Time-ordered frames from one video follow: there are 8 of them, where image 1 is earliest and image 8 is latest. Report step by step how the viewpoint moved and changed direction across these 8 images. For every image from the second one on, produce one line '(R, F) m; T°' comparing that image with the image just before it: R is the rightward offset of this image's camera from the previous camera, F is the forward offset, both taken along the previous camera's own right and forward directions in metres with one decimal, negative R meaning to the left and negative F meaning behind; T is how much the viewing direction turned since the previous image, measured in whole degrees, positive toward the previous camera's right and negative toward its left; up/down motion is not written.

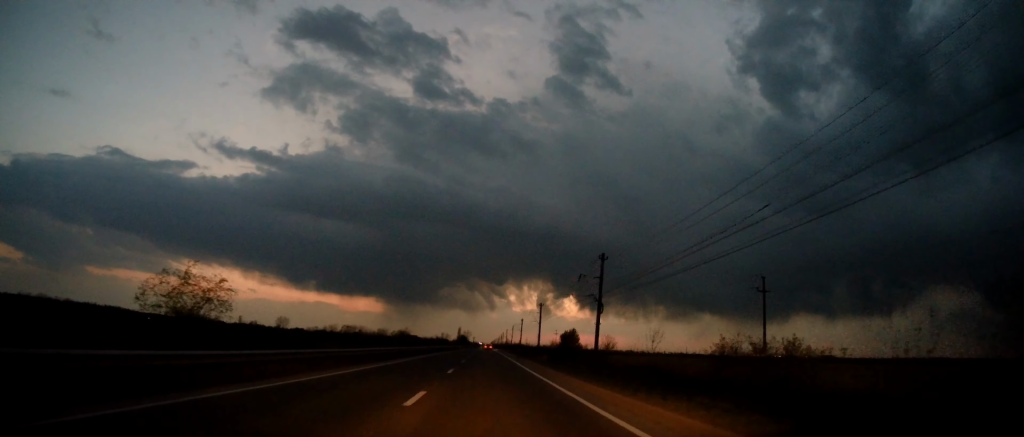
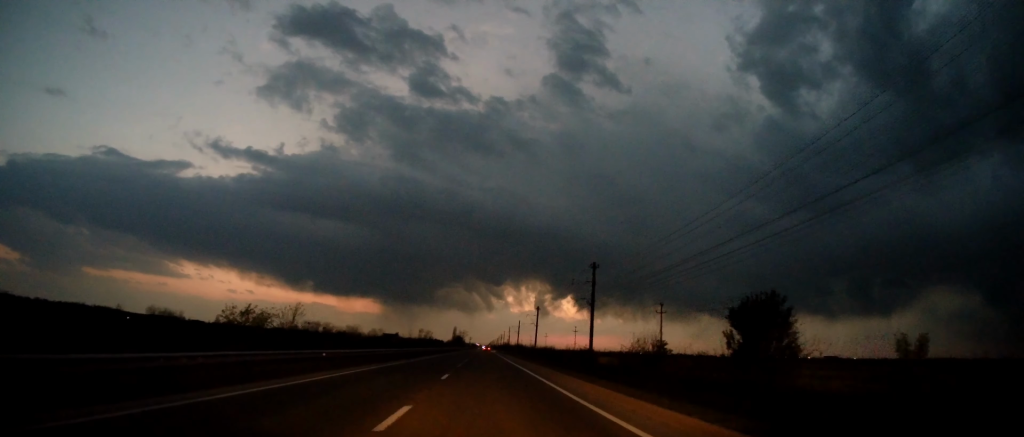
(-0.1, +49.6) m; +1°
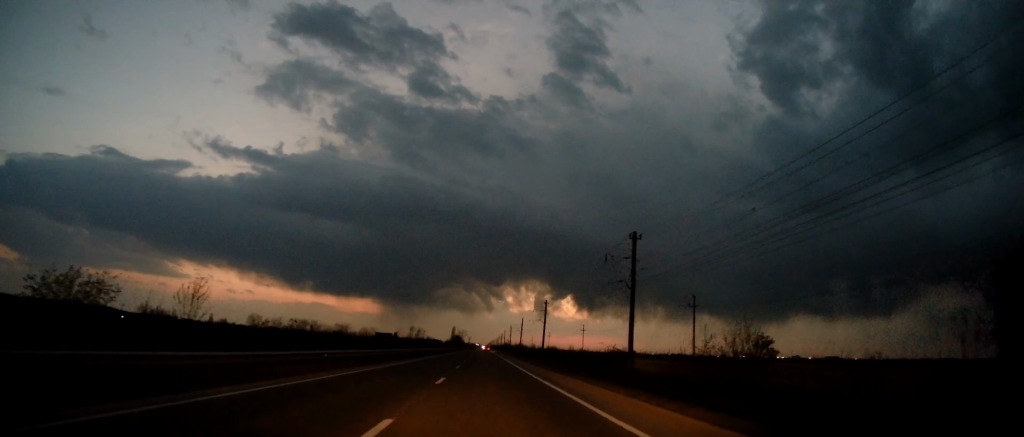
(+0.1, +13.6) m; 0°
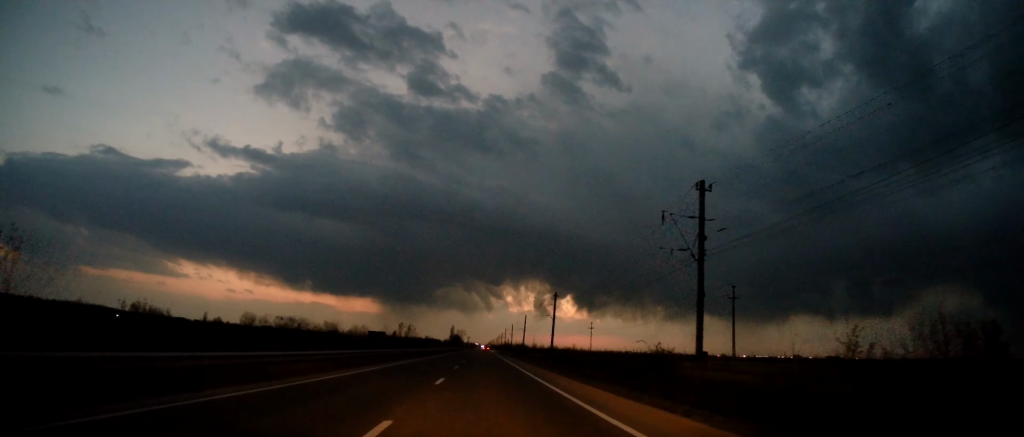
(0.0, +11.8) m; 0°
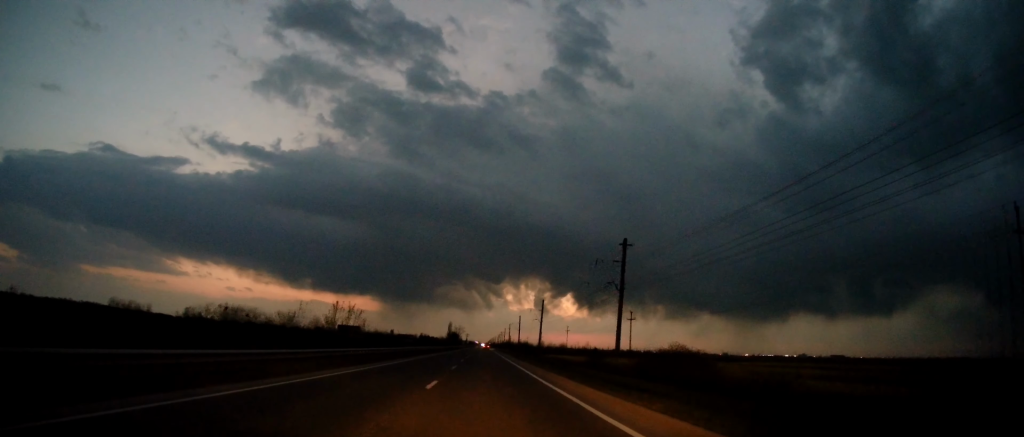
(0.0, +37.2) m; 0°
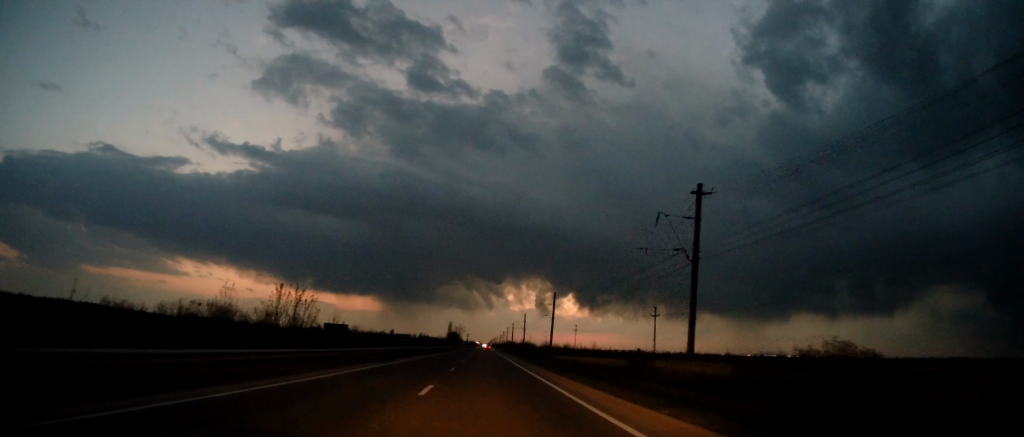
(-0.1, +13.7) m; 0°
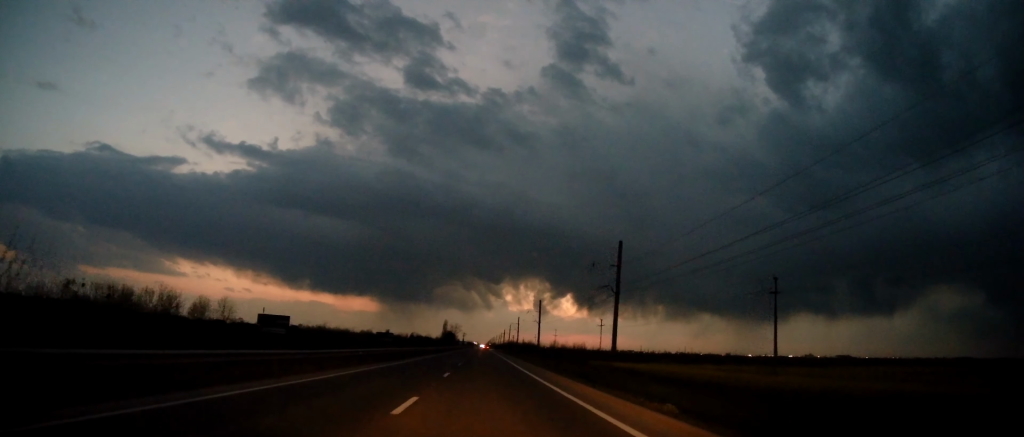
(+0.1, +38.4) m; 0°
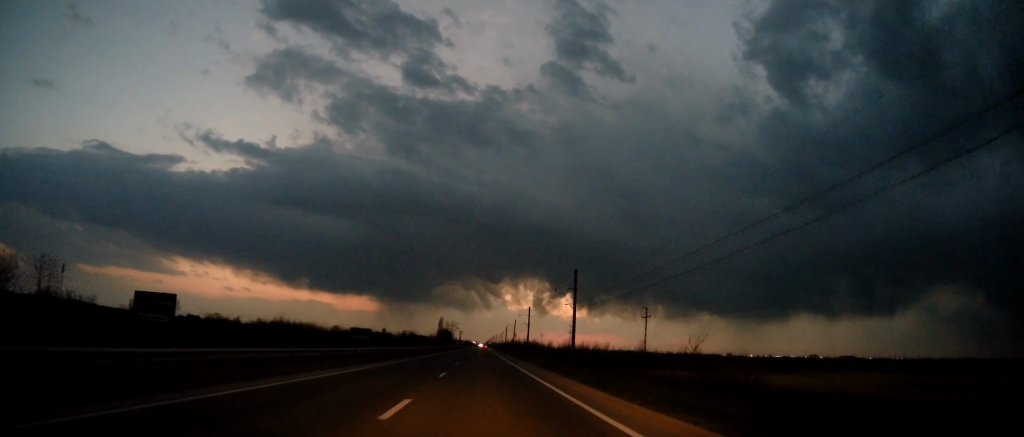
(+0.3, +35.9) m; +1°
